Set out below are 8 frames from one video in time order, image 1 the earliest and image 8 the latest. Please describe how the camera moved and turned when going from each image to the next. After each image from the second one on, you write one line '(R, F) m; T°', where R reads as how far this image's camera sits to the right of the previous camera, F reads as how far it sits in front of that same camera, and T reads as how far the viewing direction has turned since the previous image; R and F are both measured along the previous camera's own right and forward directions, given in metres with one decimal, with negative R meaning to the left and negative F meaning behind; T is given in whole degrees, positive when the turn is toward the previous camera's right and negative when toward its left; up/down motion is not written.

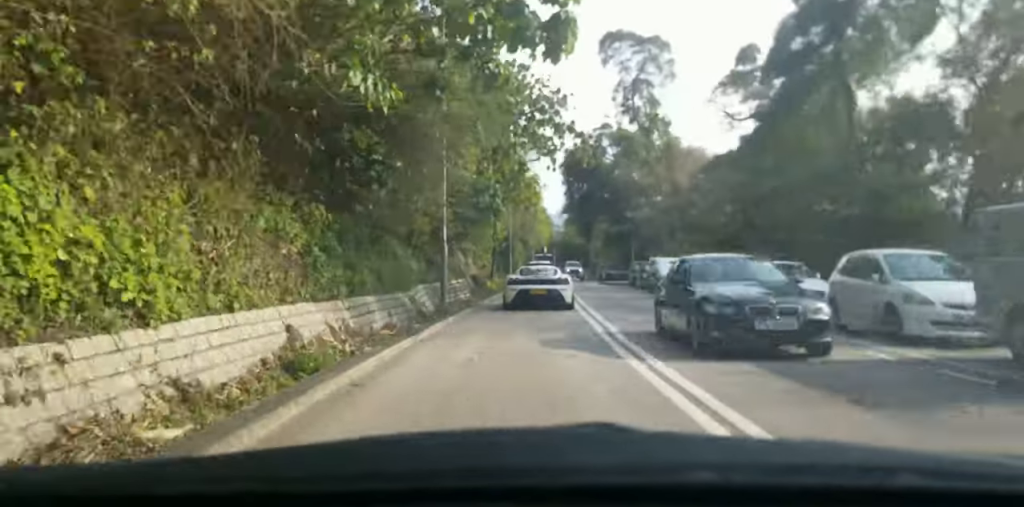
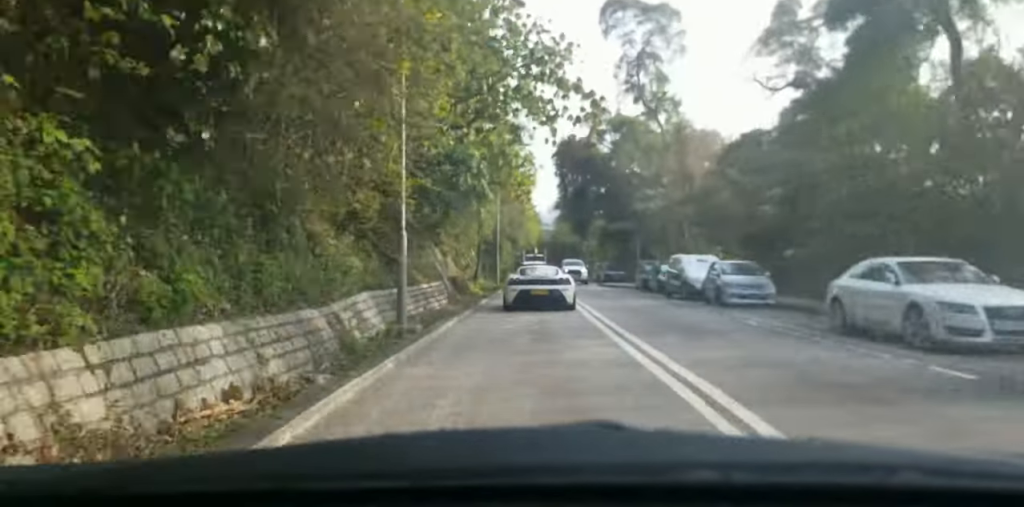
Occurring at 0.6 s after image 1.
(+0.3, +7.7) m; 0°
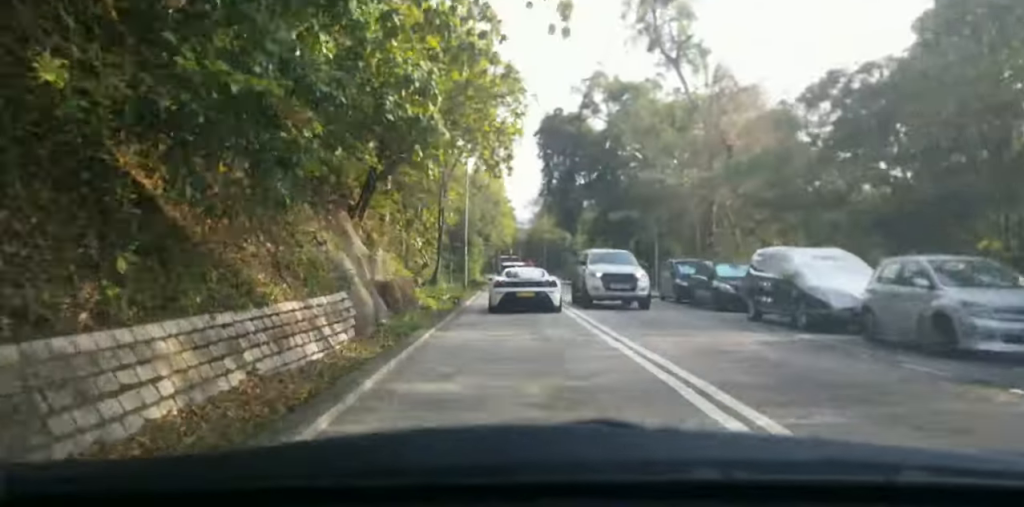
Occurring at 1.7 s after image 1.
(-0.3, +14.2) m; 0°
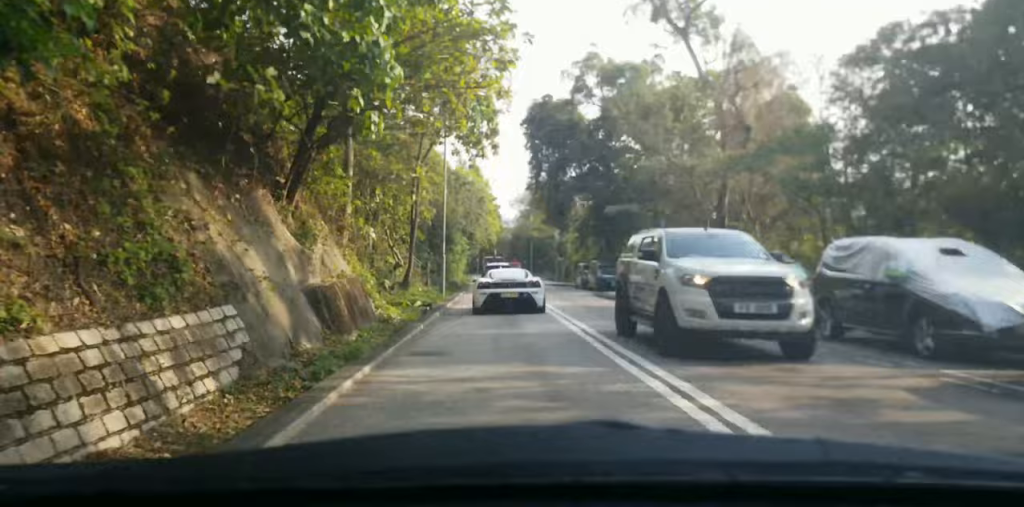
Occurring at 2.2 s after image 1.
(+0.1, +5.5) m; +1°
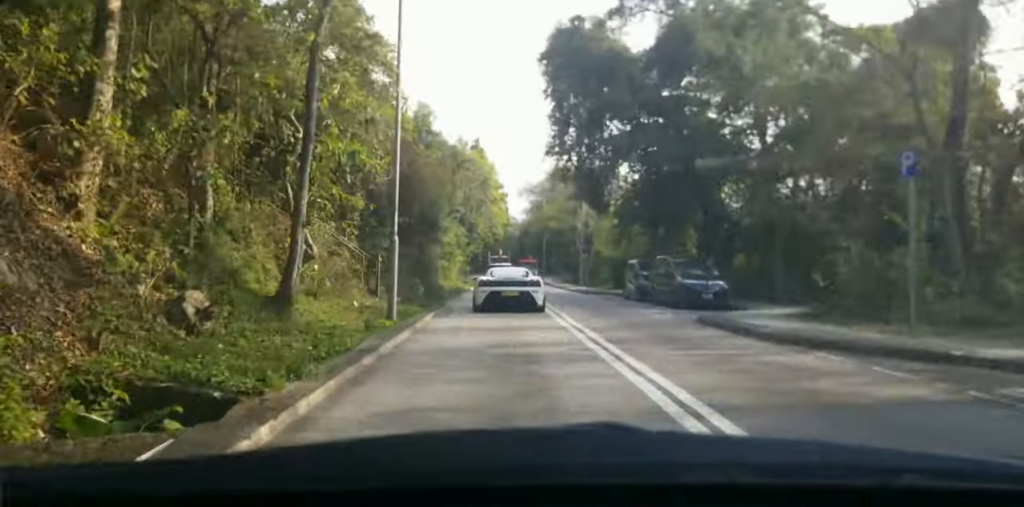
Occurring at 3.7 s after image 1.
(+1.2, +18.8) m; +4°
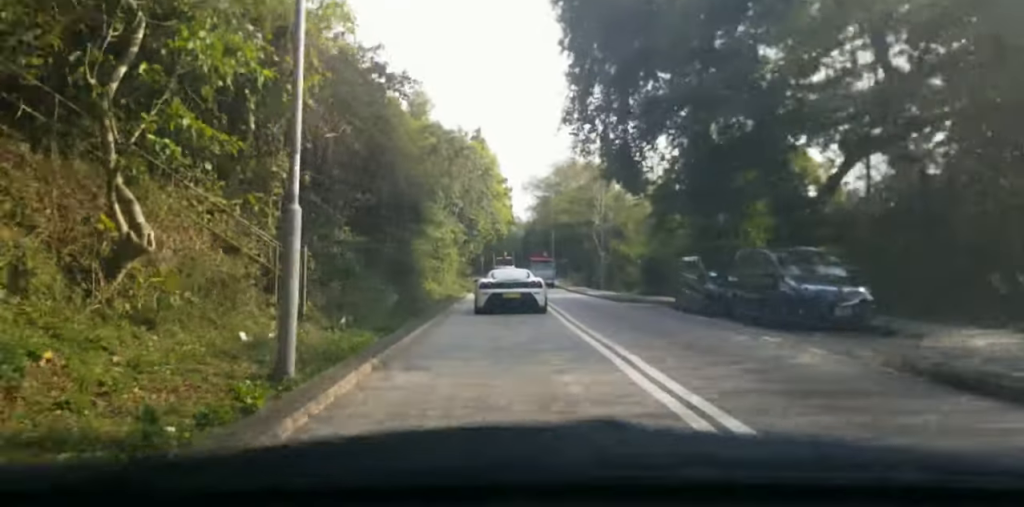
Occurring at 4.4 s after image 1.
(-0.2, +9.5) m; -1°
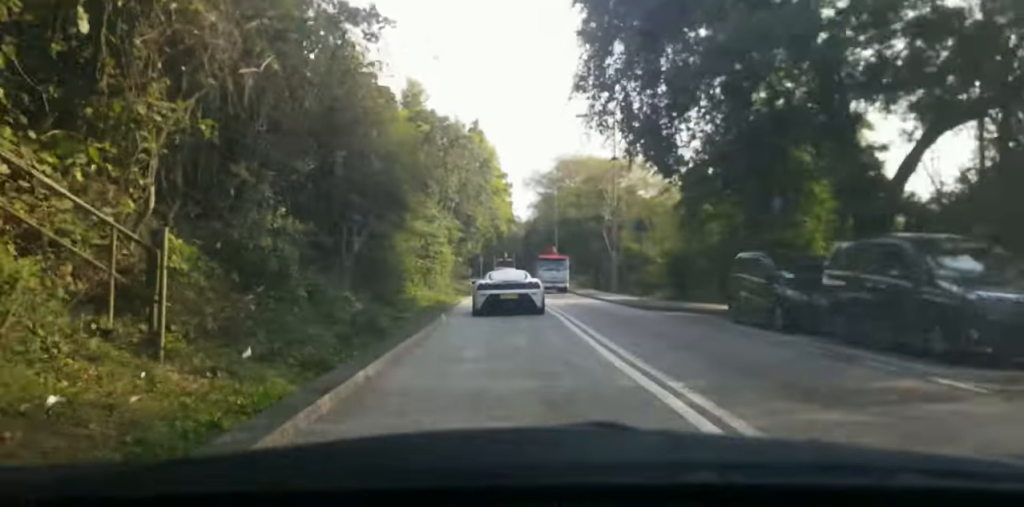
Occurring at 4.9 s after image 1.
(-0.1, +6.1) m; -1°
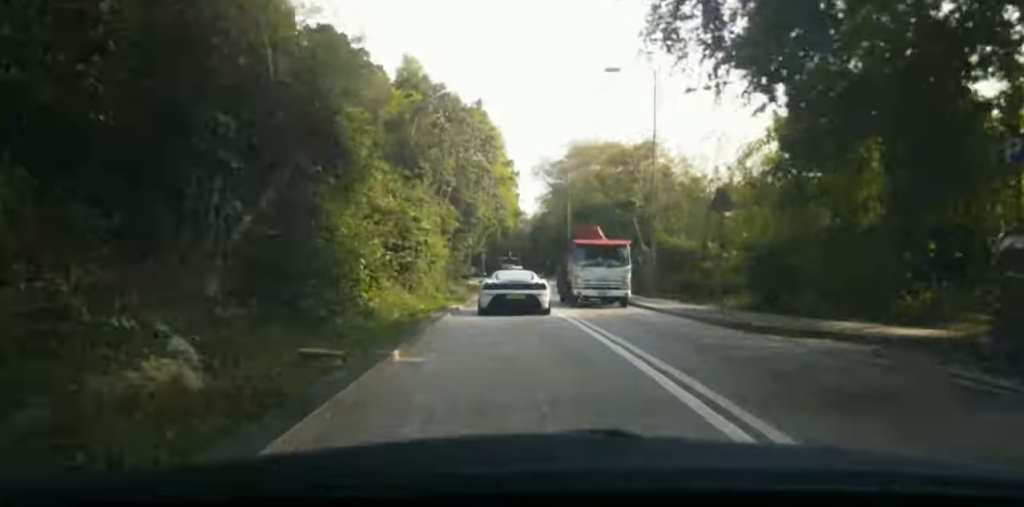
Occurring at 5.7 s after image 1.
(0.0, +10.4) m; +2°
